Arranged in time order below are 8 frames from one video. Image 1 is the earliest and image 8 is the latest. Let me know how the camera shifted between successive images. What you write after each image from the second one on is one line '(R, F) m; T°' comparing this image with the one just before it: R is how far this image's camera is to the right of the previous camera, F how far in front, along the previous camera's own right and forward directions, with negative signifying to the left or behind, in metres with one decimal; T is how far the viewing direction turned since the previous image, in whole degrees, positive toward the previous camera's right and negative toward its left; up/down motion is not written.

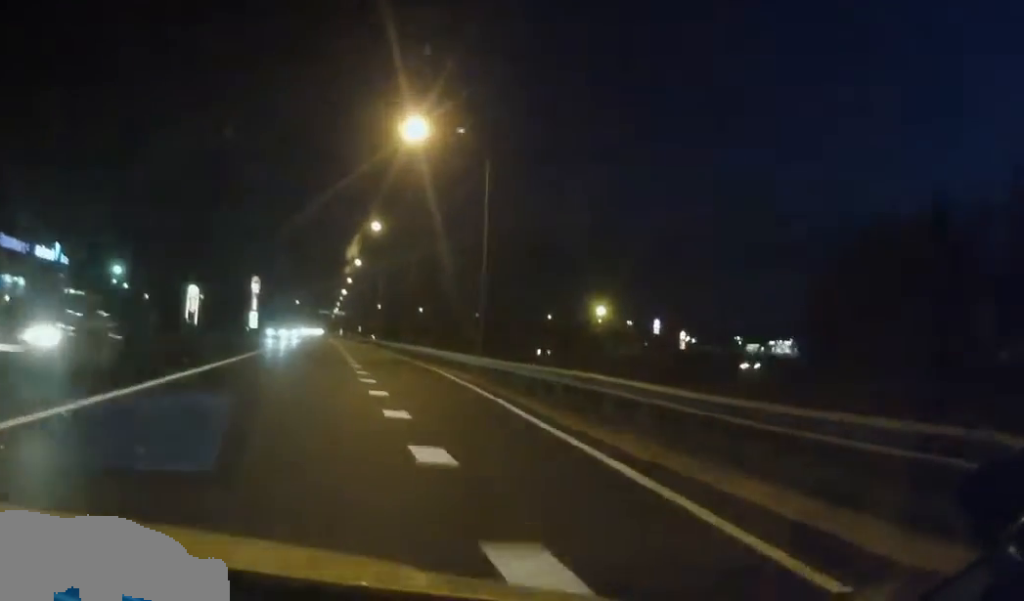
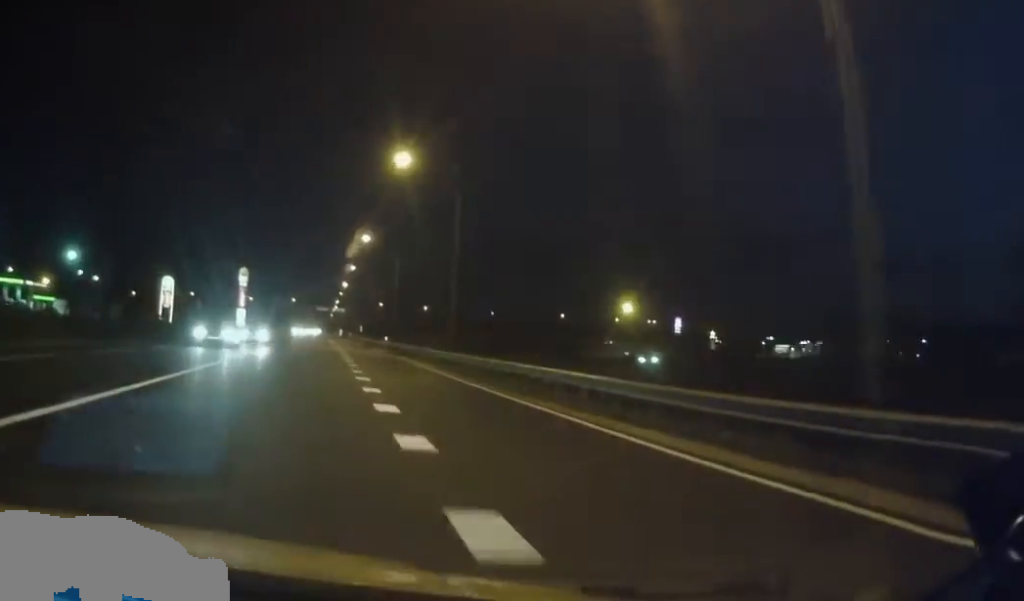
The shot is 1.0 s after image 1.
(+0.1, +23.5) m; +1°
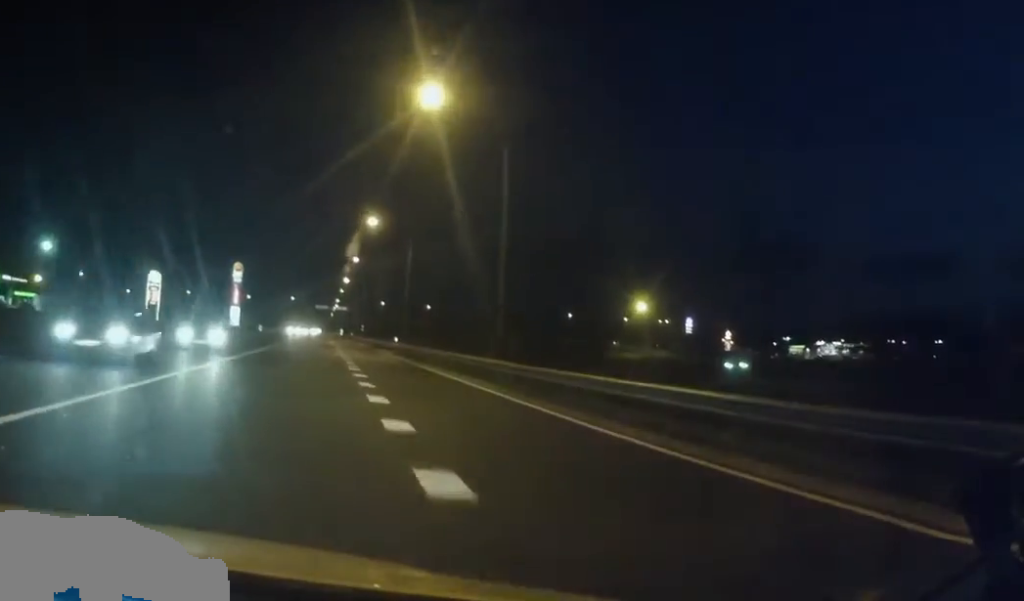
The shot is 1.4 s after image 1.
(+0.1, +10.5) m; 0°
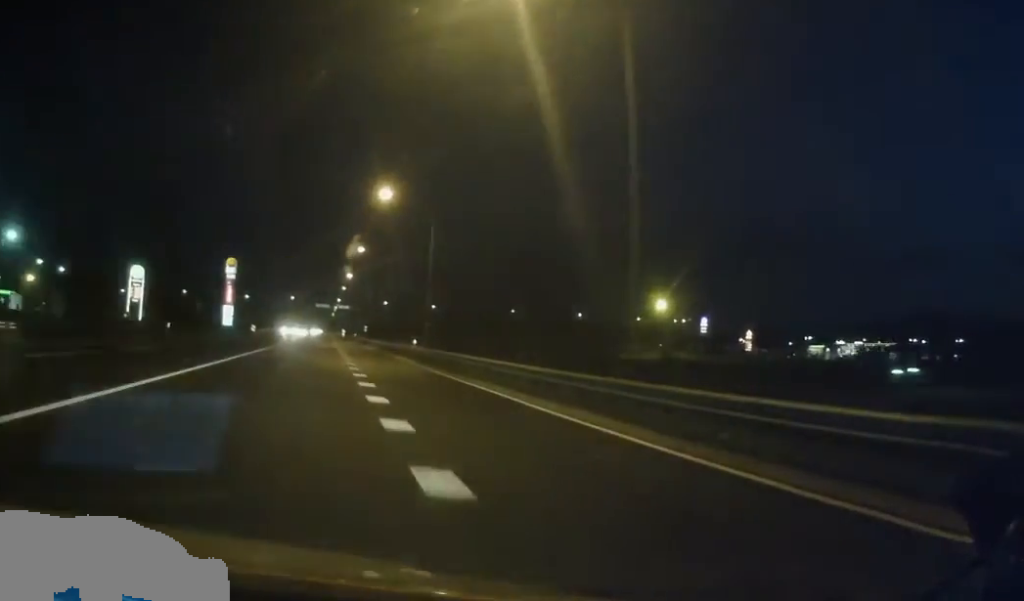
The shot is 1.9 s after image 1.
(+0.1, +12.1) m; 0°
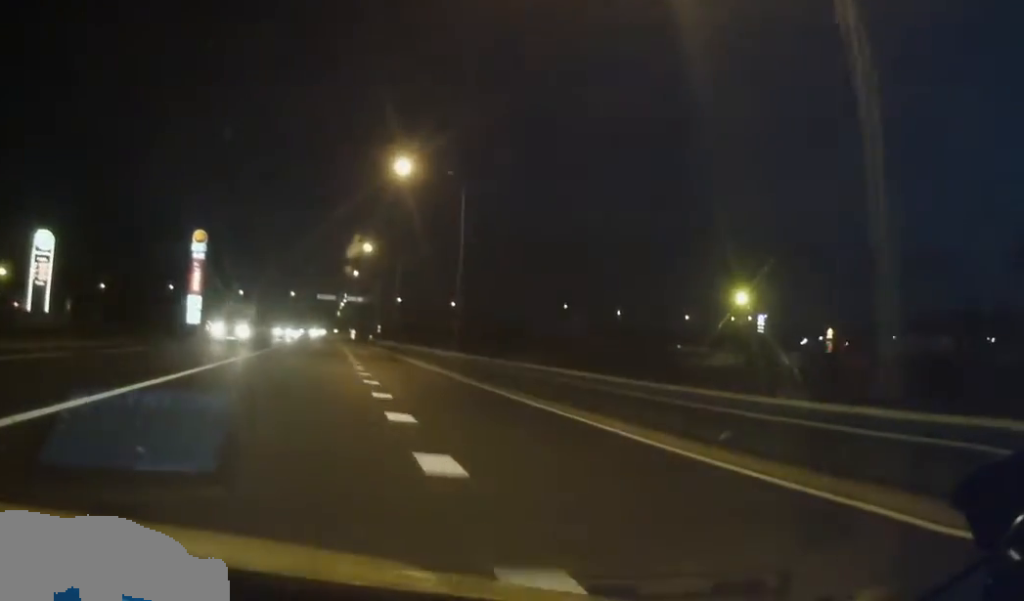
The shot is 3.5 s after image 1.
(-0.5, +39.6) m; 0°
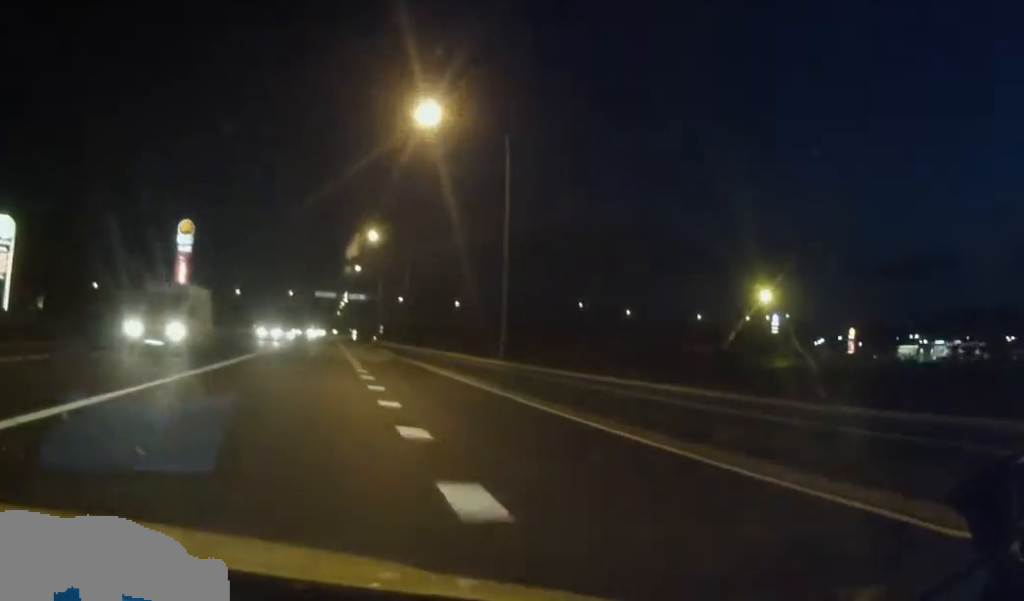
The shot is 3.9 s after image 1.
(-0.1, +9.7) m; 0°
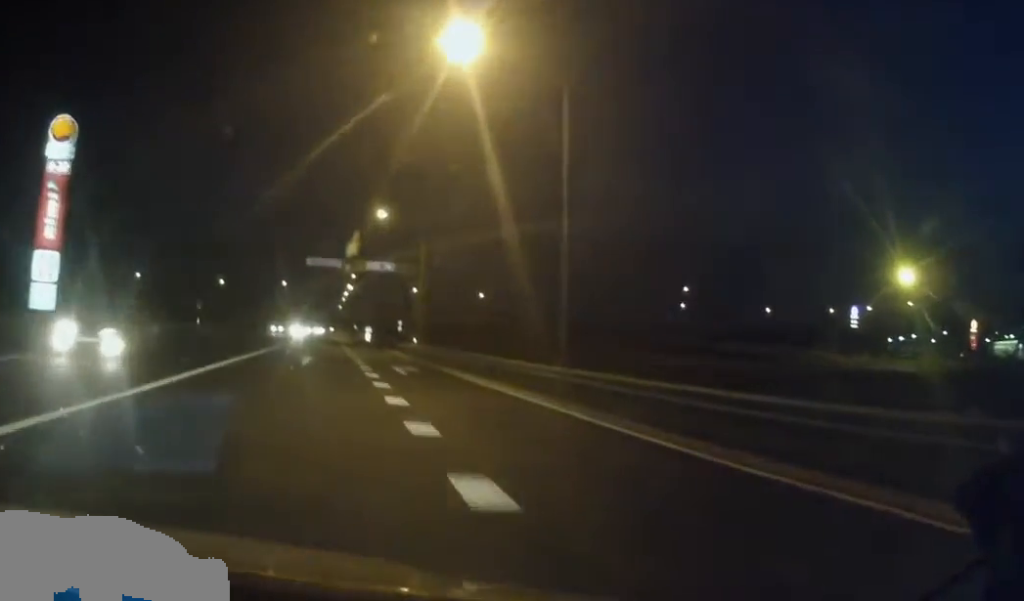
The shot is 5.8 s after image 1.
(0.0, +44.3) m; -1°
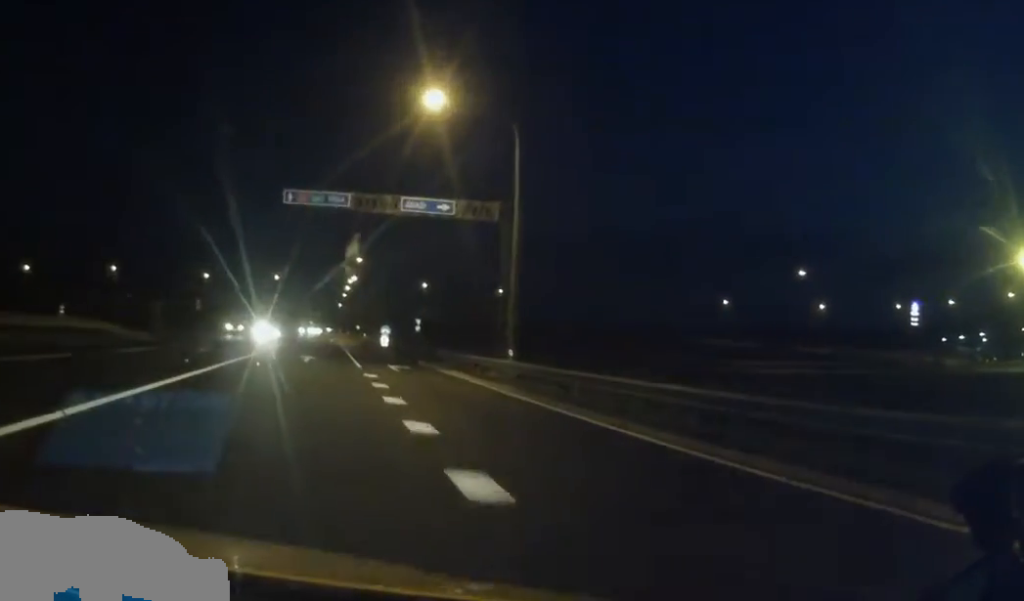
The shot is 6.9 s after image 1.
(-0.1, +28.1) m; 0°
